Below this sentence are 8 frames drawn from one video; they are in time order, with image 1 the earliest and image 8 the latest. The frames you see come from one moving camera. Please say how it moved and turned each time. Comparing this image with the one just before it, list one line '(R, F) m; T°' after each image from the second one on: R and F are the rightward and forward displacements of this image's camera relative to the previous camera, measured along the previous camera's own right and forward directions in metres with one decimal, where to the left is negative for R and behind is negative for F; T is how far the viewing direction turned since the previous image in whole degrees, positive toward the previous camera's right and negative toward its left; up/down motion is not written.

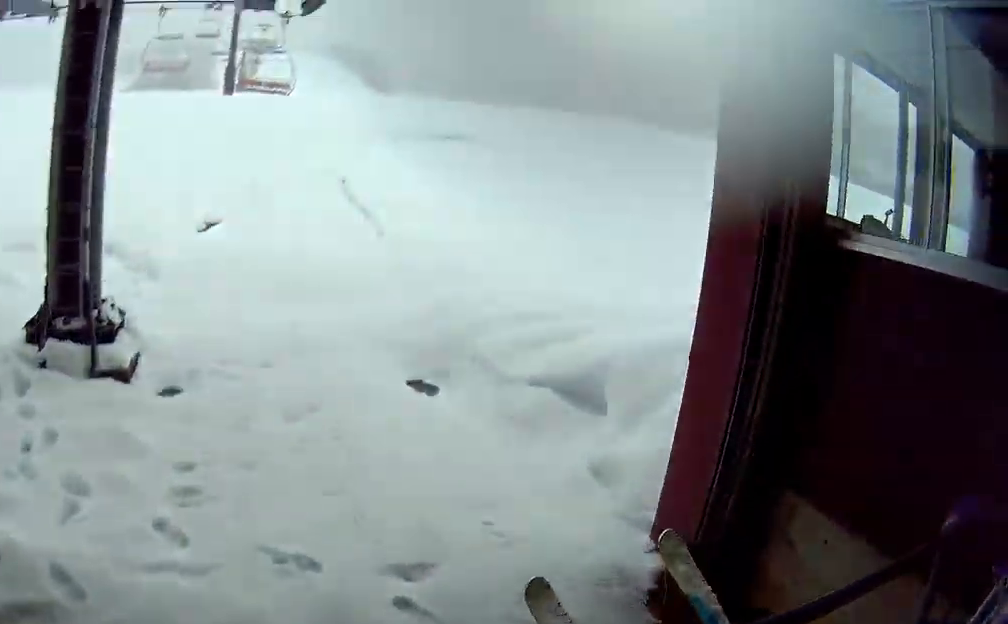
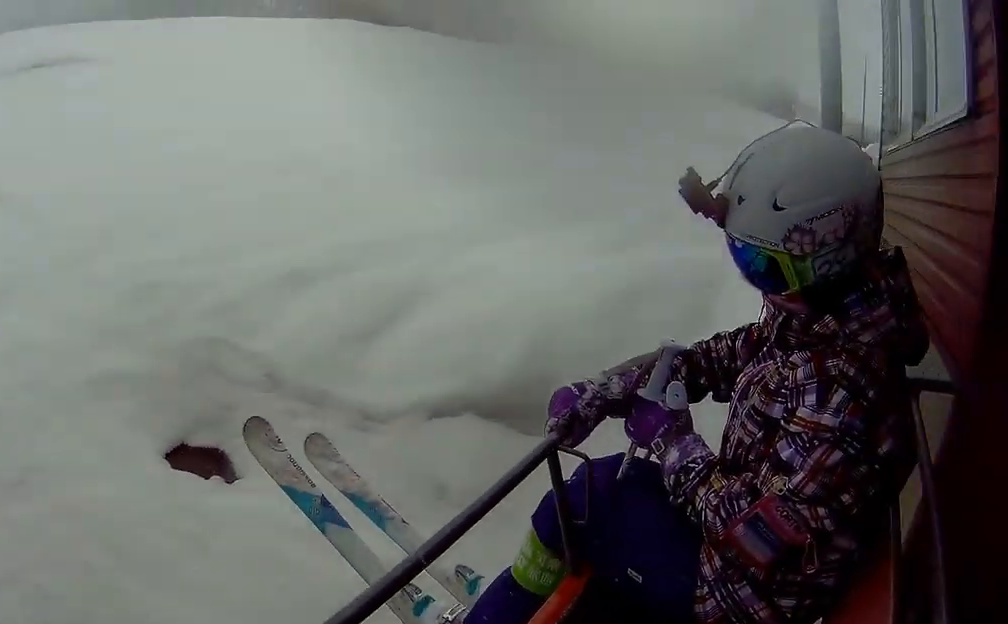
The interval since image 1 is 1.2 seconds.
(-1.3, +5.9) m; -16°
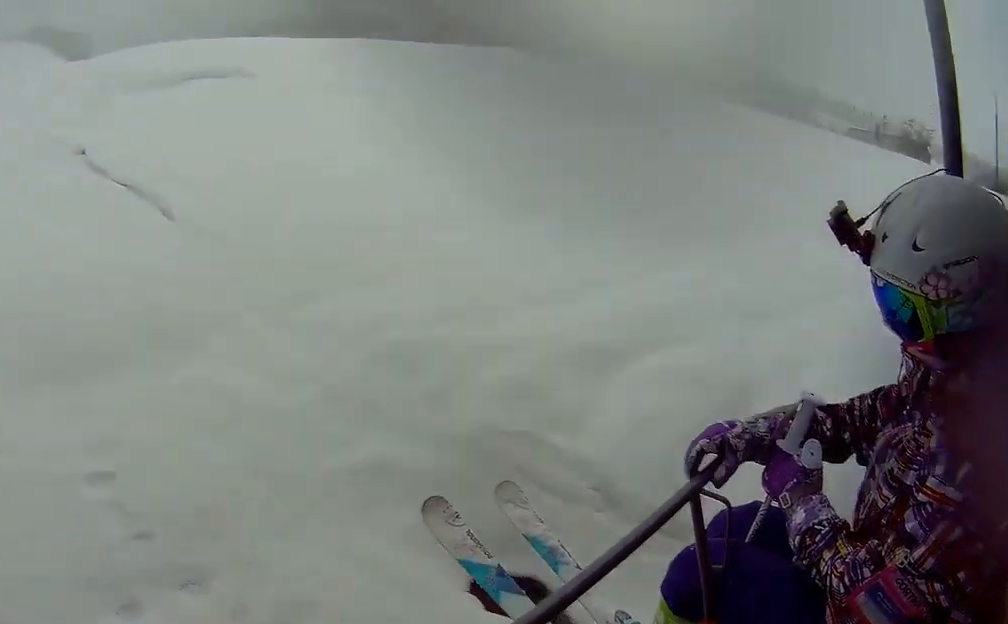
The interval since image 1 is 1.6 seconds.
(-0.1, +2.1) m; -4°
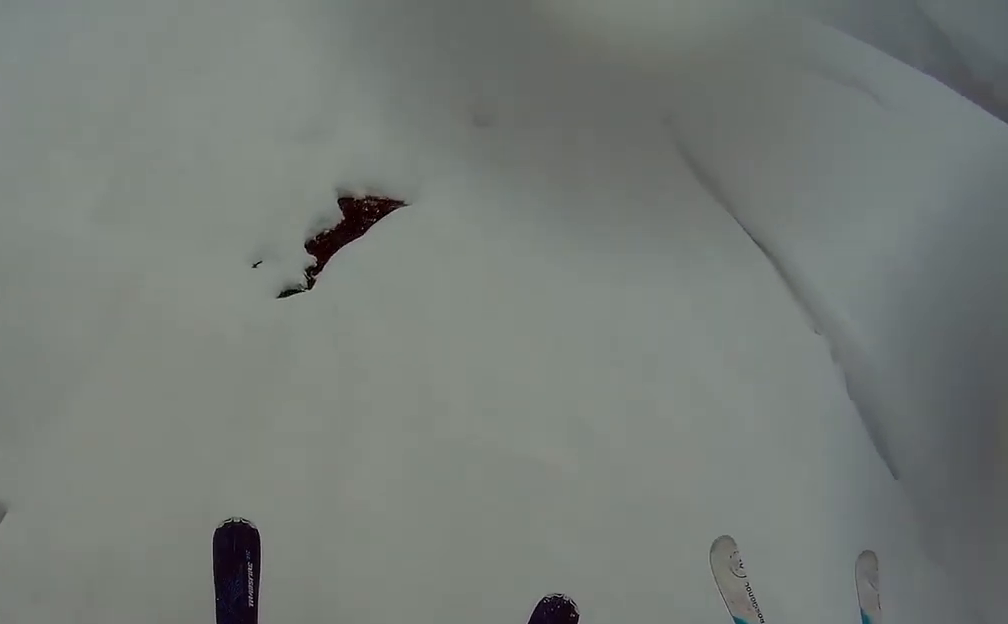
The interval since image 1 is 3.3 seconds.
(-0.8, +7.3) m; -8°
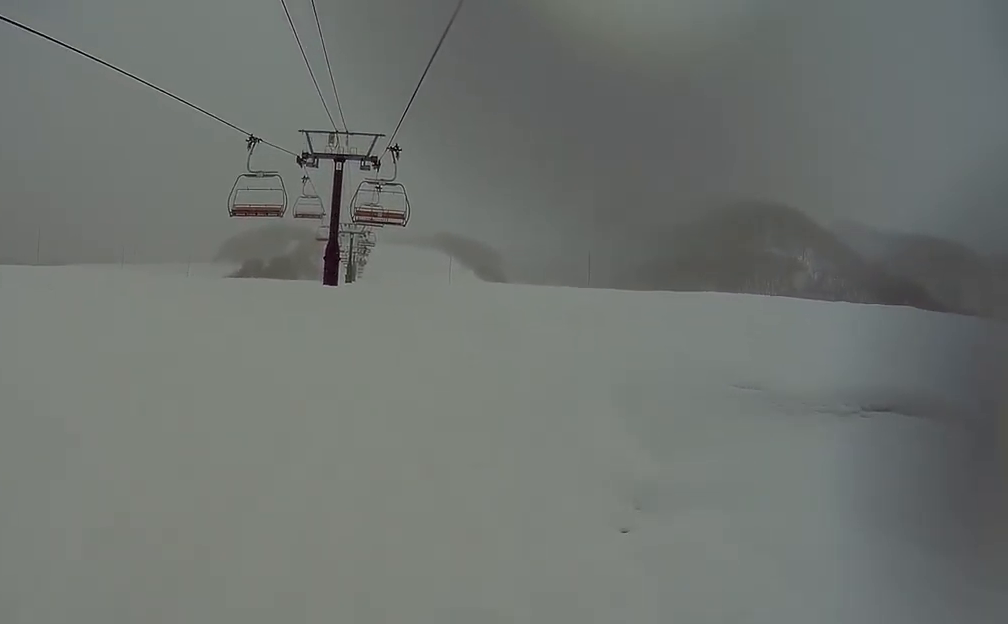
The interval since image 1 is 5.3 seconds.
(0.0, +8.7) m; 0°
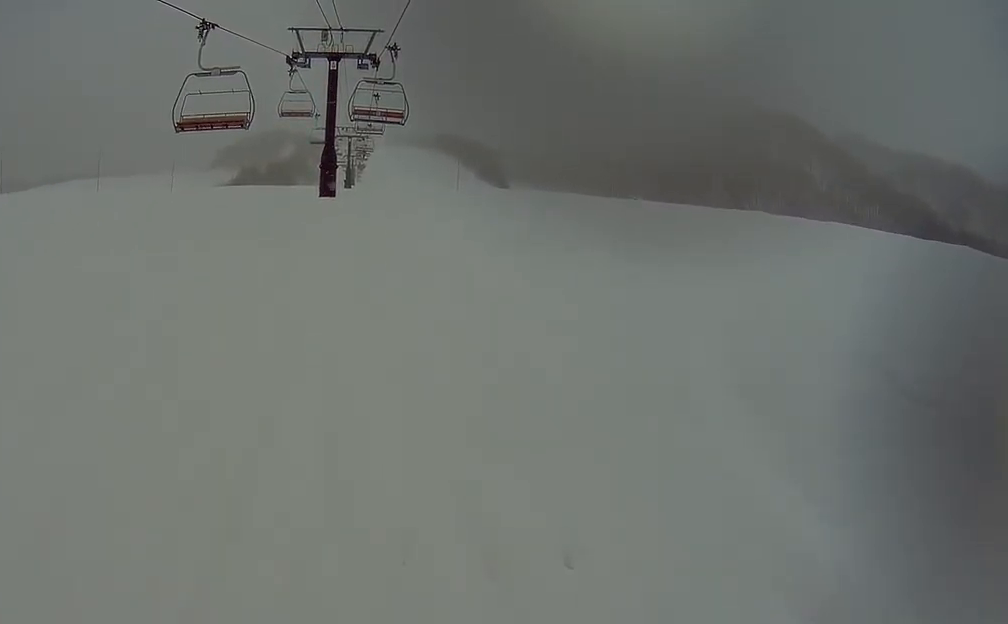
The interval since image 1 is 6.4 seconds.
(0.0, +5.1) m; 0°
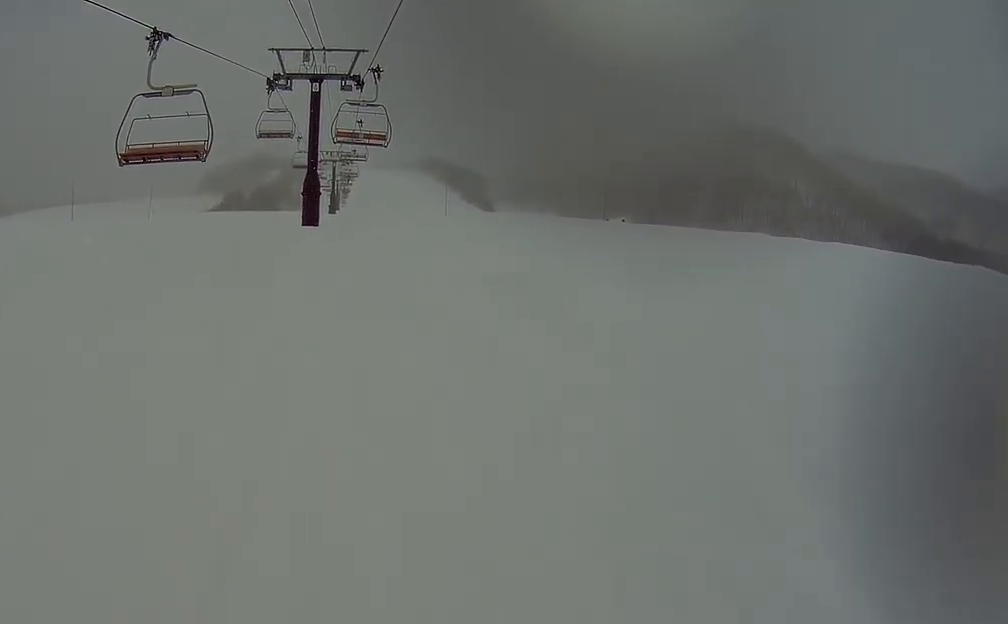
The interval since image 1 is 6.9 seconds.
(0.0, +2.4) m; 0°
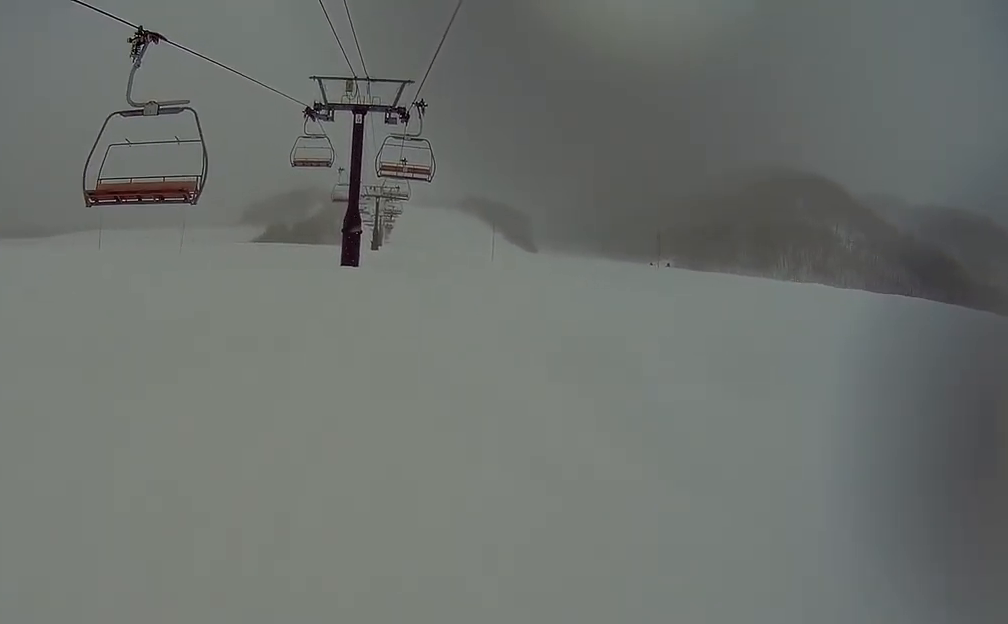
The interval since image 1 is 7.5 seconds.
(0.0, +2.6) m; +2°
